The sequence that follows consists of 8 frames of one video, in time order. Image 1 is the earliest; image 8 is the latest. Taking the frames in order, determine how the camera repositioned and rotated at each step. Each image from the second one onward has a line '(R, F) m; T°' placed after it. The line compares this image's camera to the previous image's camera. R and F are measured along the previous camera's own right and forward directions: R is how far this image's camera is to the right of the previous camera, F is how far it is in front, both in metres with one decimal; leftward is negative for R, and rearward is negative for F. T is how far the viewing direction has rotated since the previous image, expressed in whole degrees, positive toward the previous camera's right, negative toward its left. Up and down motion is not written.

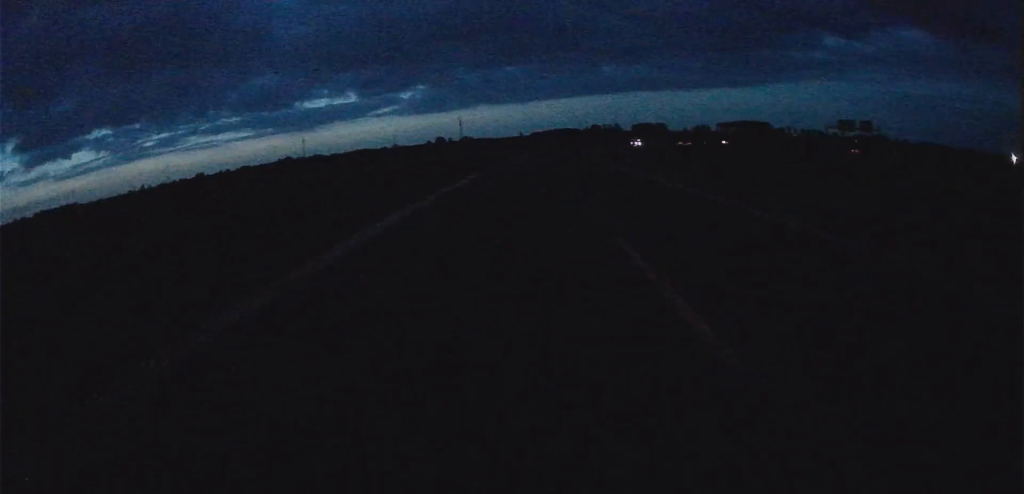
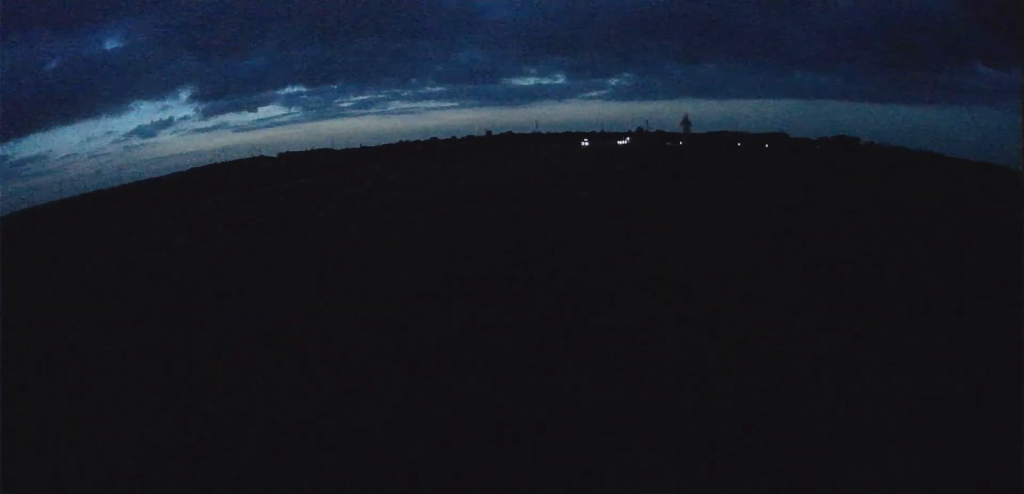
(-52.8, +361.9) m; -12°
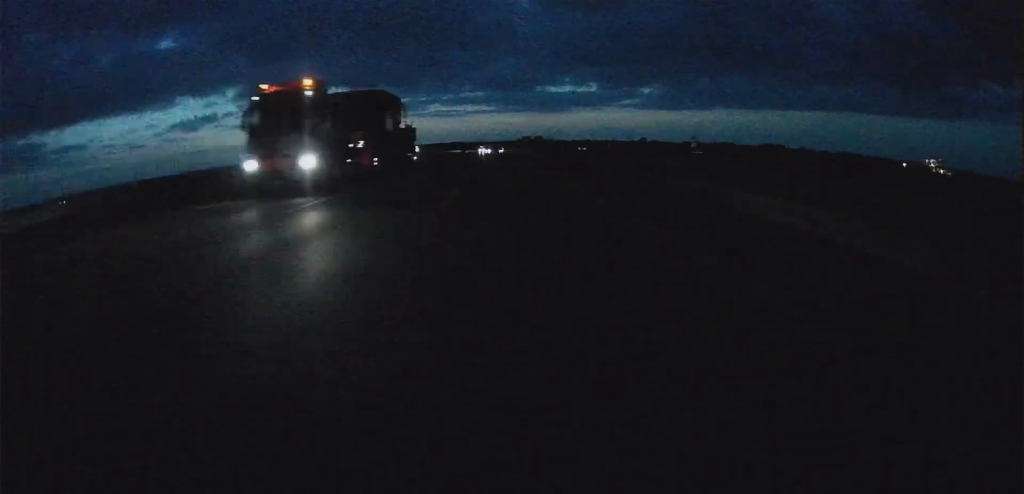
(-22.8, +483.4) m; -3°
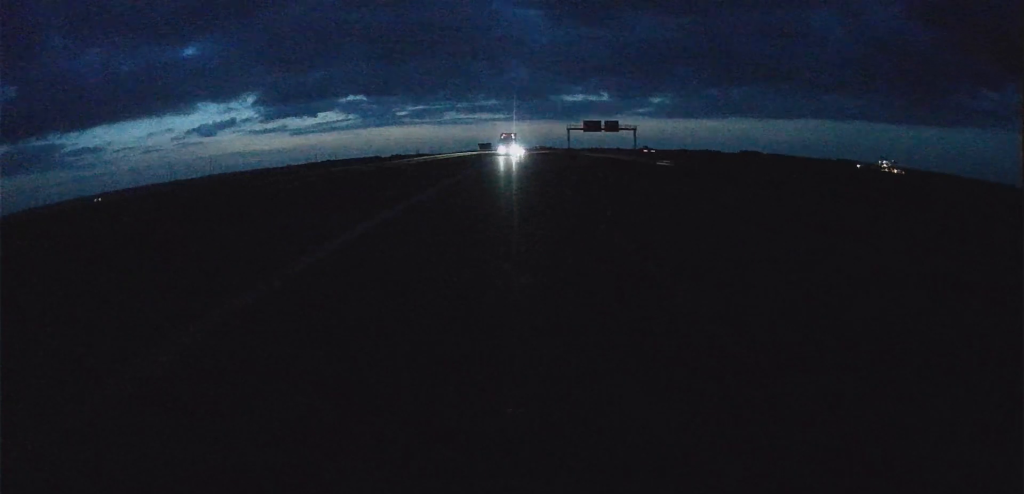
(+1.7, +270.9) m; 0°
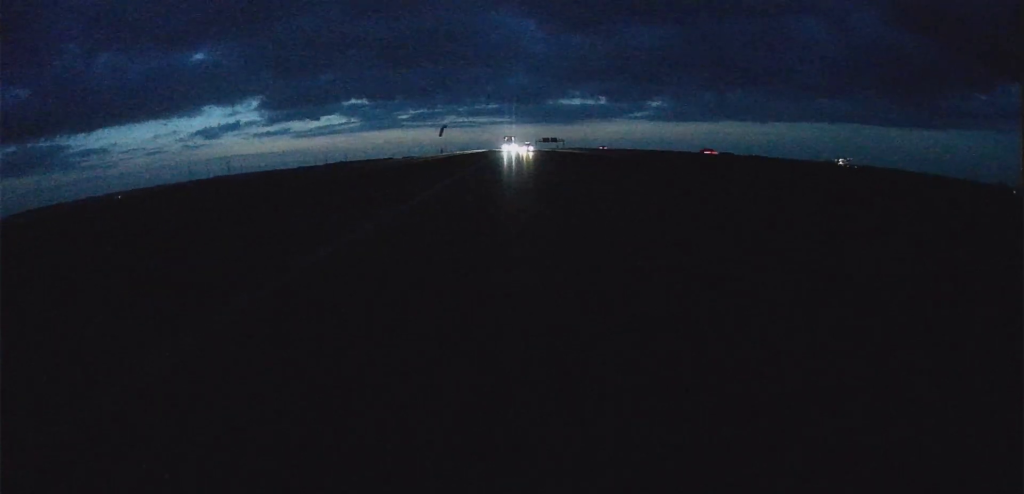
(-1.4, +293.0) m; 0°
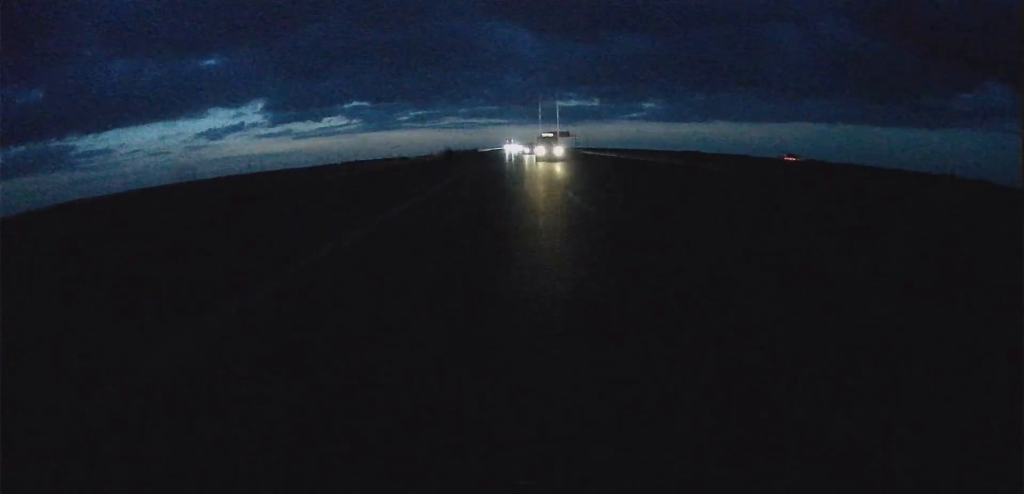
(-0.4, +424.7) m; 0°
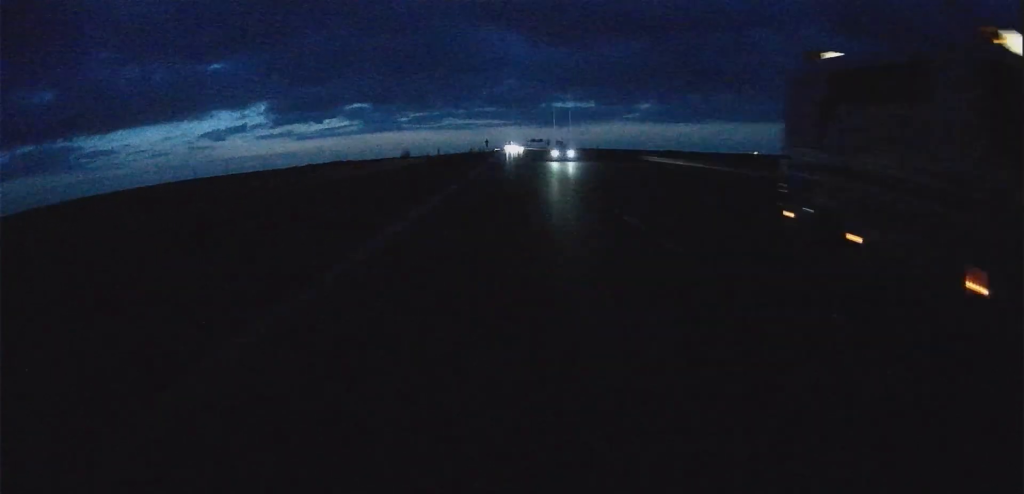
(-0.3, +265.1) m; 0°
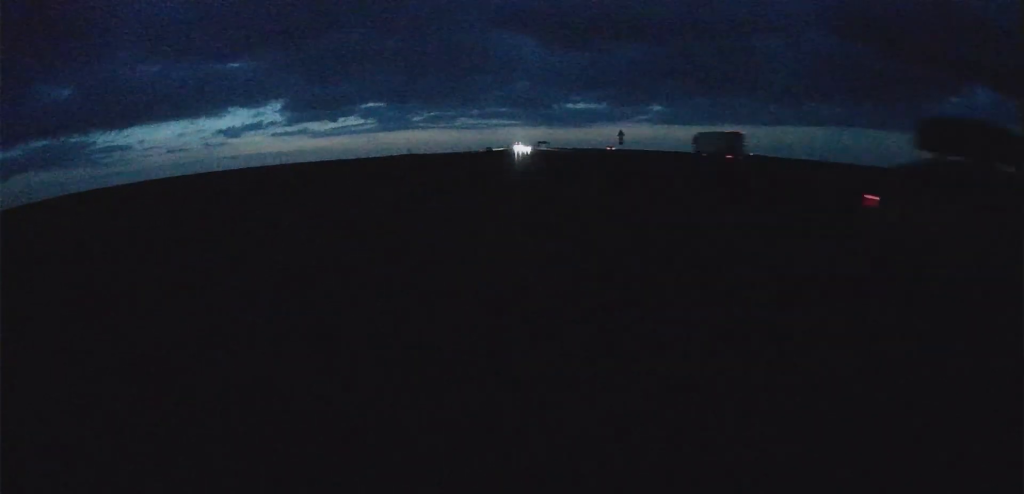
(-1.2, +217.1) m; 0°
